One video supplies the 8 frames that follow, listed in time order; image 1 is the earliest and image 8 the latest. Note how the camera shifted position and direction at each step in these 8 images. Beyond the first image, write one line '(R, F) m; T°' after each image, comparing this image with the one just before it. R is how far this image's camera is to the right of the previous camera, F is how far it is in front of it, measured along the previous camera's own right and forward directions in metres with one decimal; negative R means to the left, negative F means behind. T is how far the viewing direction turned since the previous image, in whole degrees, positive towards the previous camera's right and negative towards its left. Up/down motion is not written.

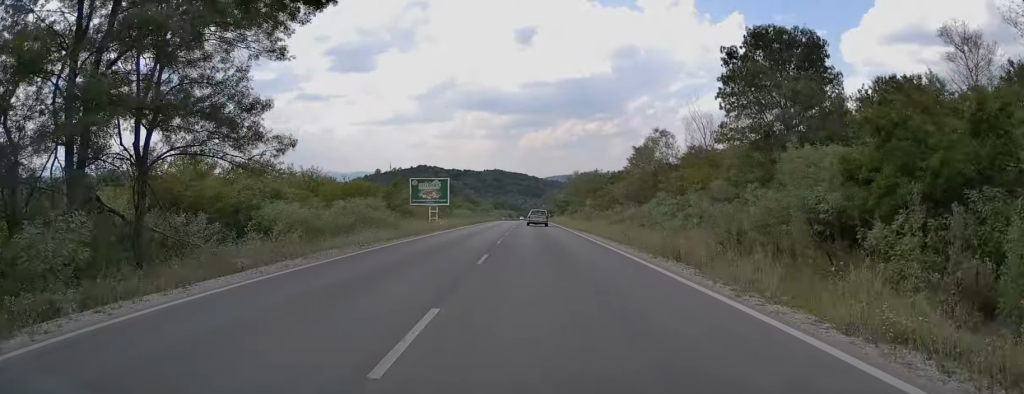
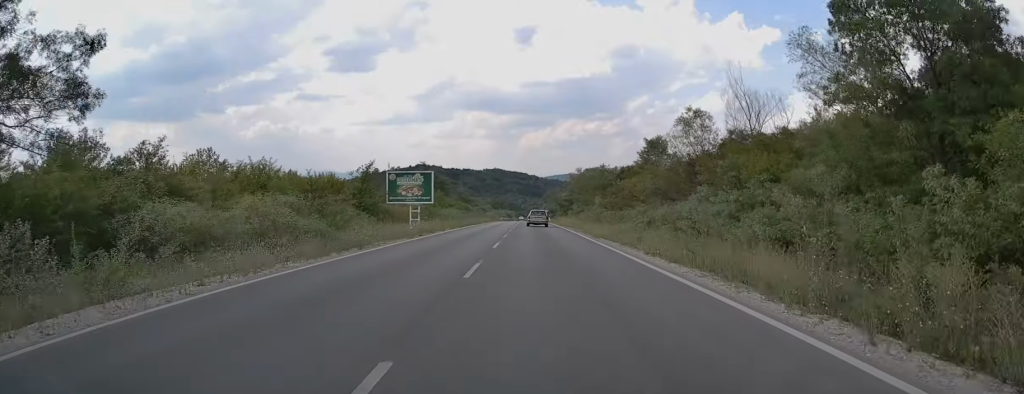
(-0.1, +11.5) m; 0°
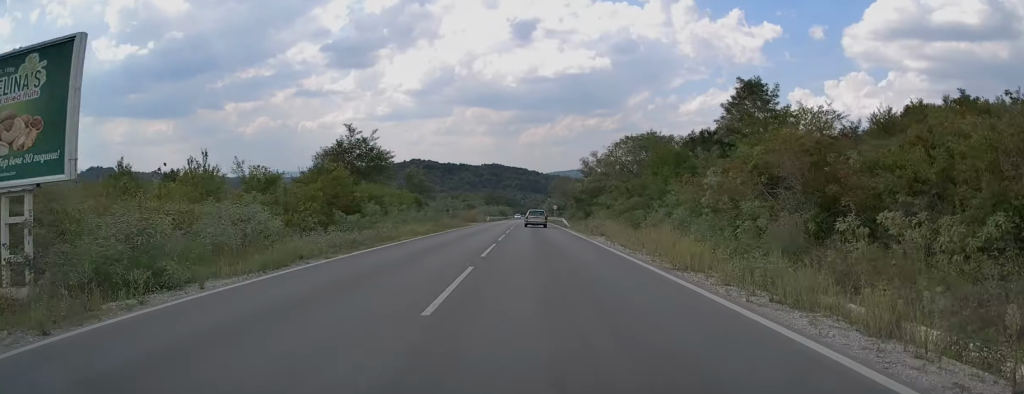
(+0.2, +47.3) m; 0°
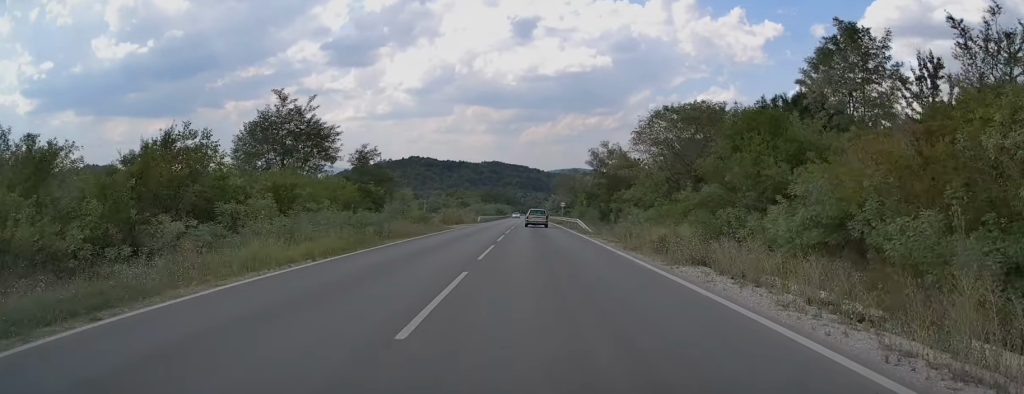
(0.0, +19.3) m; 0°
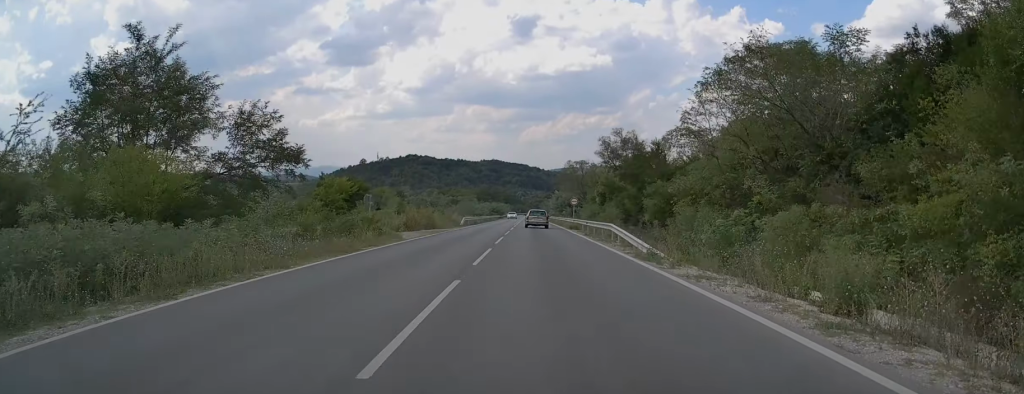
(+0.1, +19.3) m; 0°
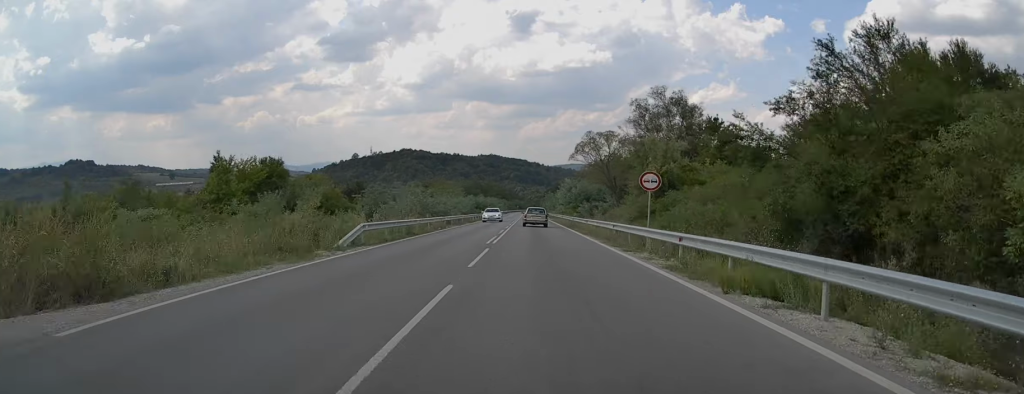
(-0.2, +36.7) m; -1°
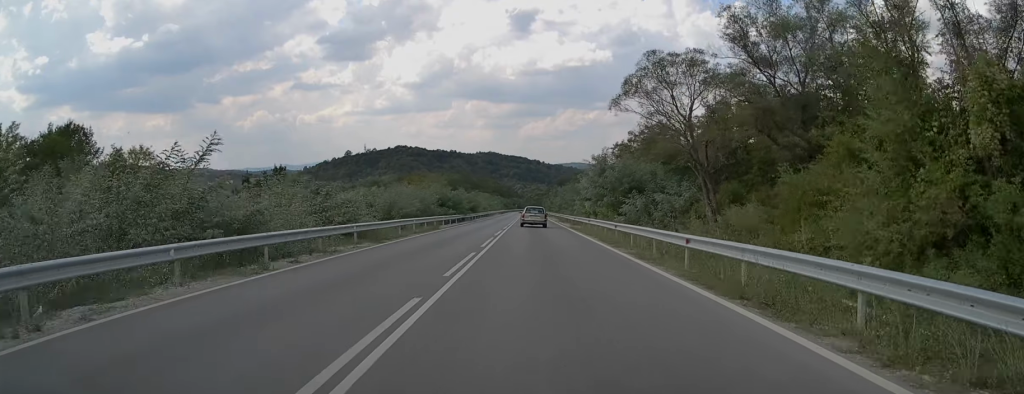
(-0.1, +36.9) m; 0°
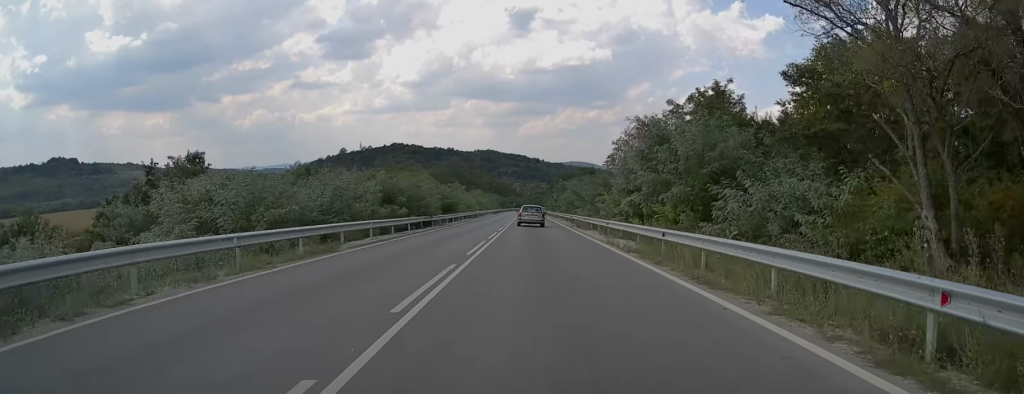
(0.0, +21.4) m; 0°
